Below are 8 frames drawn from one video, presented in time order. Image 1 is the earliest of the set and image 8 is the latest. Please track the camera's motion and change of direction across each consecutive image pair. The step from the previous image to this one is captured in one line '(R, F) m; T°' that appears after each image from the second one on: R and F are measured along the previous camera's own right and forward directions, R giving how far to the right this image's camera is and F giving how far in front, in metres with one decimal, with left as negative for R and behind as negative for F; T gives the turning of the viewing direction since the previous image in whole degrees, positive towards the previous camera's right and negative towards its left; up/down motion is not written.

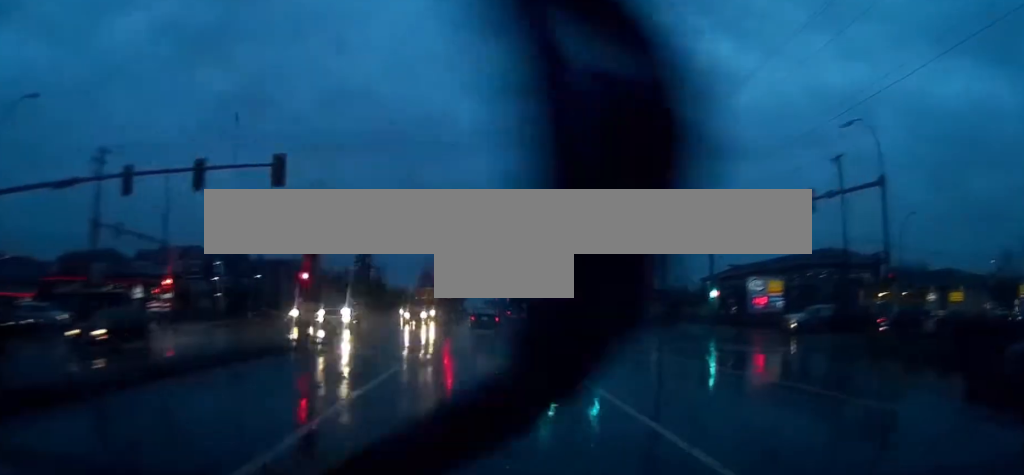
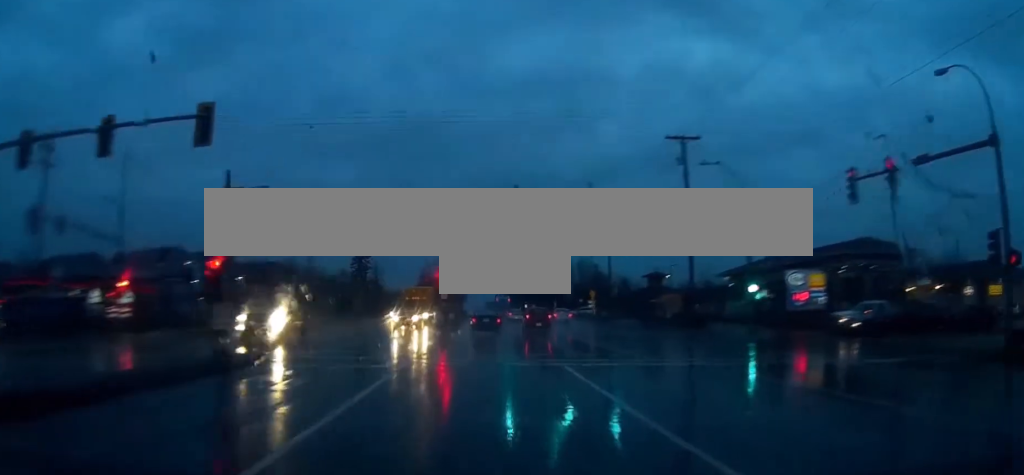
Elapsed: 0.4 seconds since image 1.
(0.0, +8.8) m; 0°
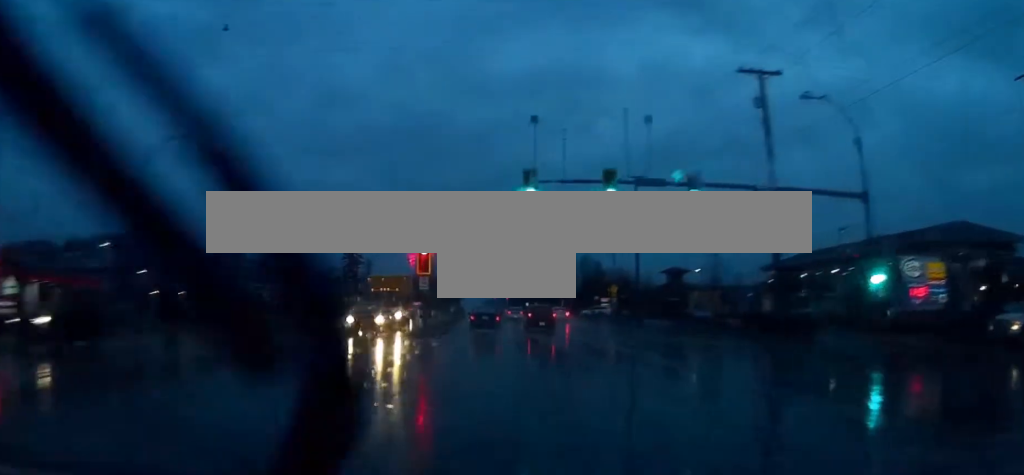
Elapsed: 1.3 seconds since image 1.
(-0.1, +17.7) m; 0°
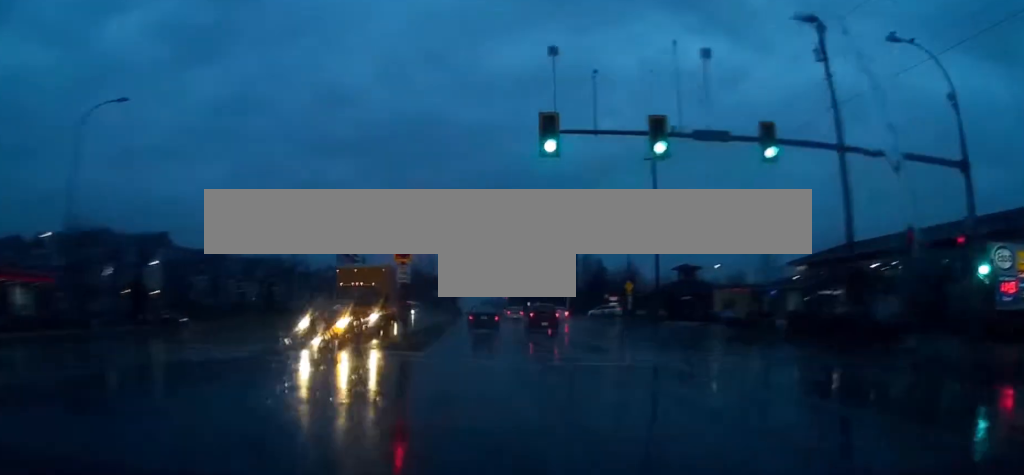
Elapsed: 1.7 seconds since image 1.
(0.0, +9.0) m; 0°
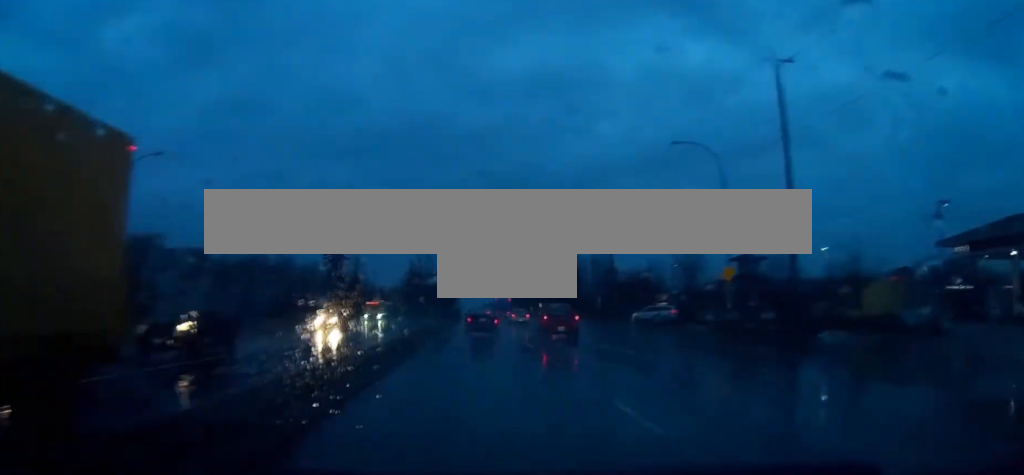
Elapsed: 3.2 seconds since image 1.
(-0.2, +30.2) m; 0°
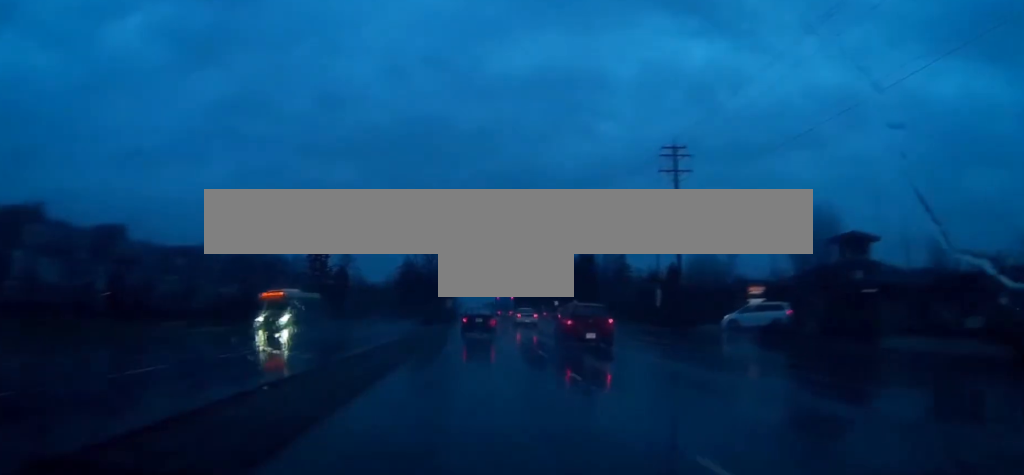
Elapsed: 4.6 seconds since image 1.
(+0.2, +30.8) m; 0°
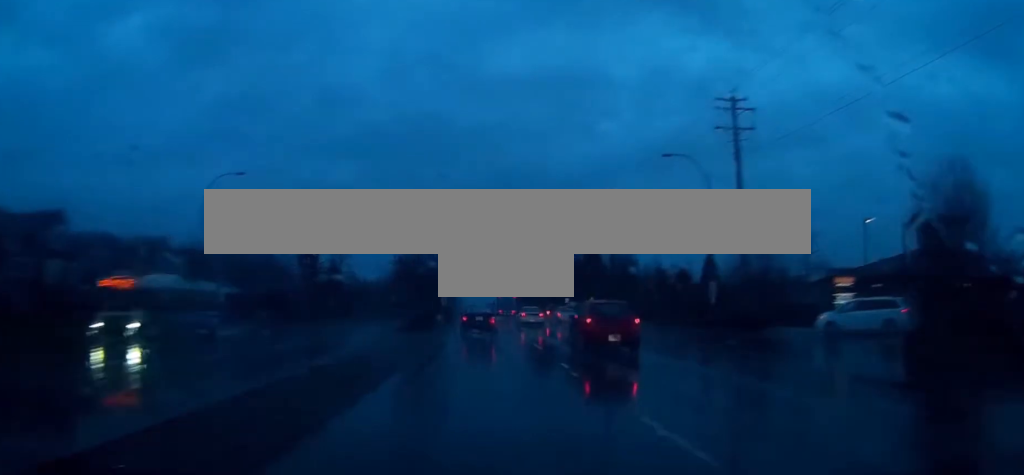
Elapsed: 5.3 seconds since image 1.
(0.0, +15.2) m; 0°
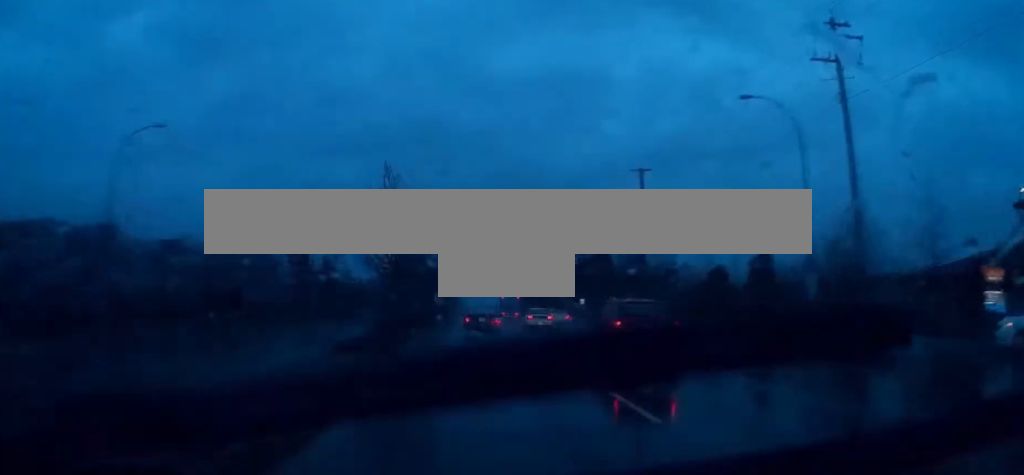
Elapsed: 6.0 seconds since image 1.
(-0.1, +15.3) m; 0°
